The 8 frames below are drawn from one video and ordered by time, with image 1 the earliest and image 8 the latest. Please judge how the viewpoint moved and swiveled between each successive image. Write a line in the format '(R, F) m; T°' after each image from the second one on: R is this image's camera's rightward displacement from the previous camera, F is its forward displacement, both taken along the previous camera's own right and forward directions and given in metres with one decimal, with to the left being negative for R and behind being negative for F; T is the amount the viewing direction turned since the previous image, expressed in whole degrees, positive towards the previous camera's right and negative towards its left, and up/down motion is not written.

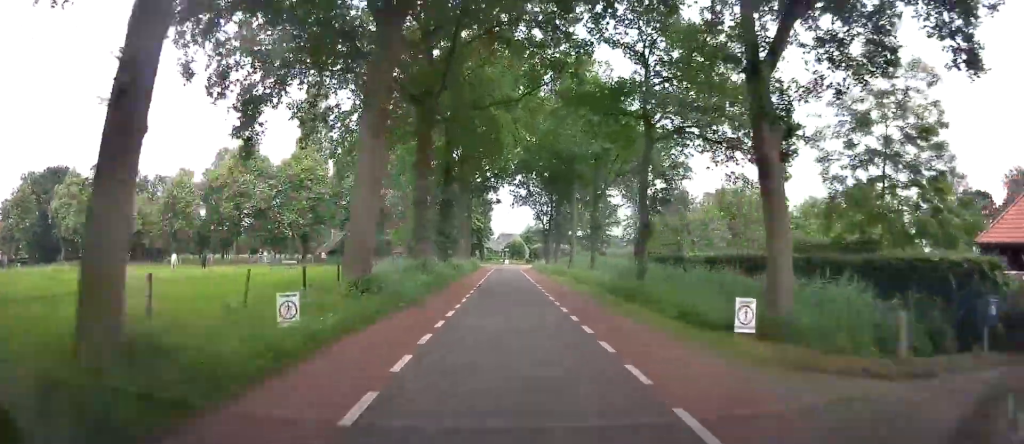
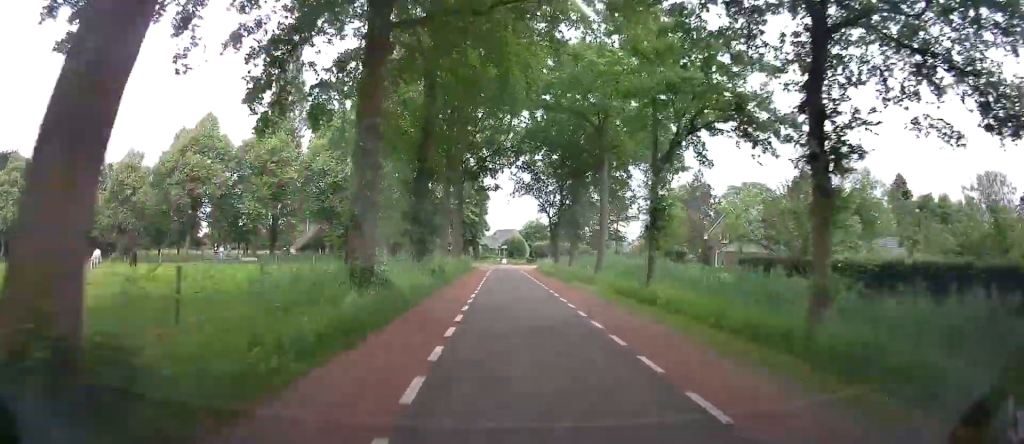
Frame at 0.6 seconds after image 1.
(+0.2, +12.1) m; +2°
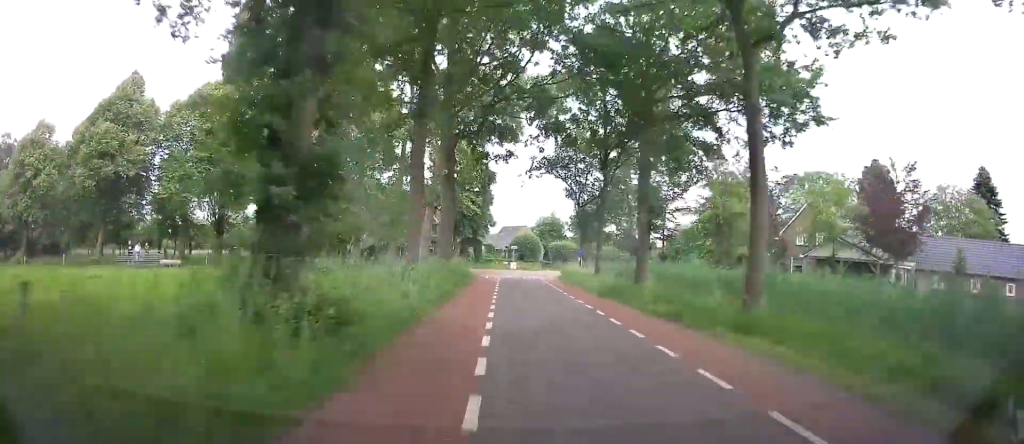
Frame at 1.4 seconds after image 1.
(+0.1, +17.0) m; +3°
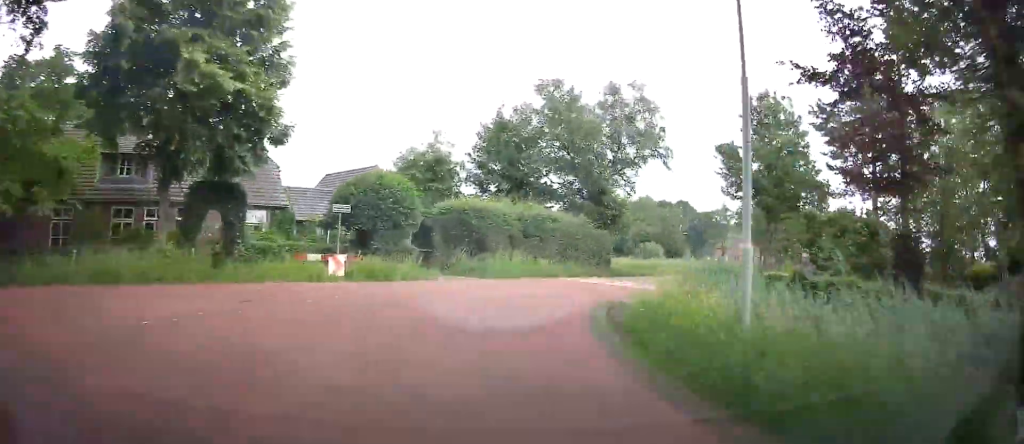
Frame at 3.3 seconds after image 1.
(+6.3, +37.9) m; +24°
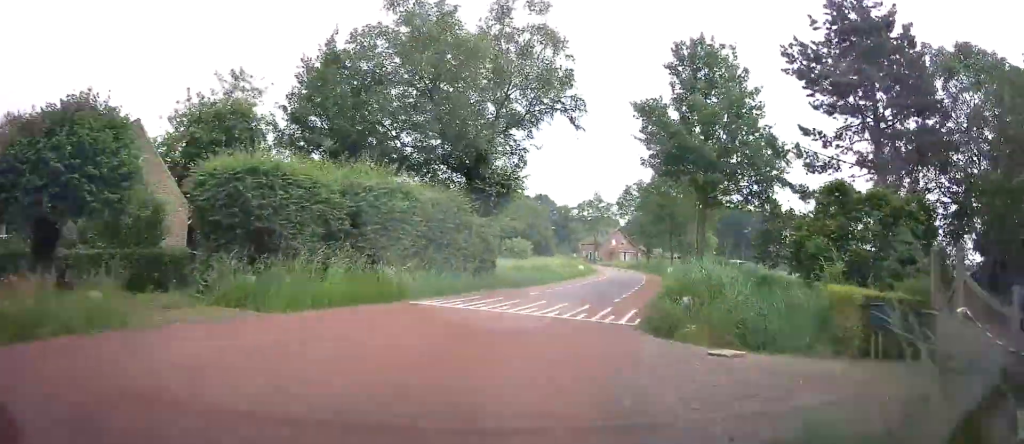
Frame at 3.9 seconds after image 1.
(+1.5, +13.2) m; +8°
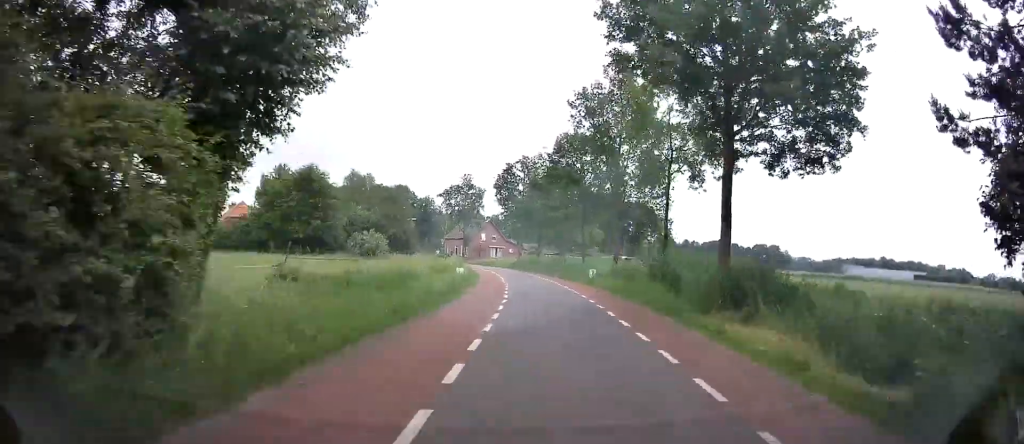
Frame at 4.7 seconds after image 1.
(+1.5, +17.7) m; +5°
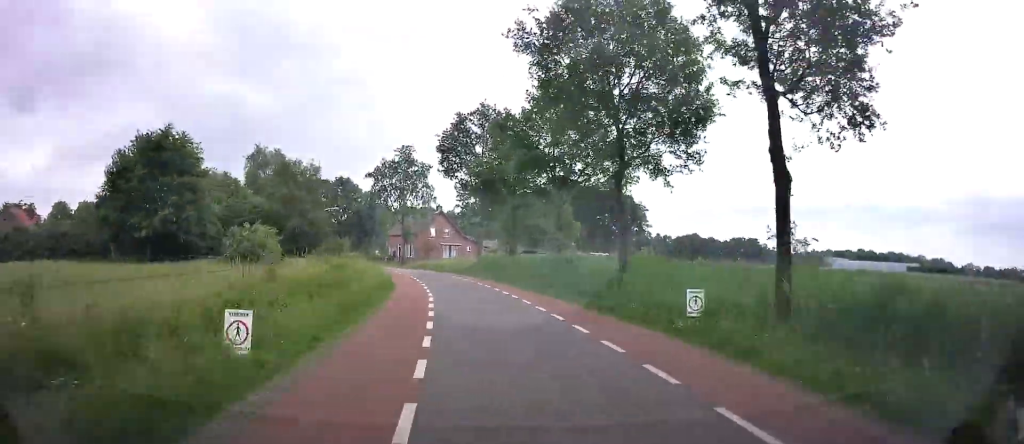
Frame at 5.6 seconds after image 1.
(+0.2, +22.2) m; -5°
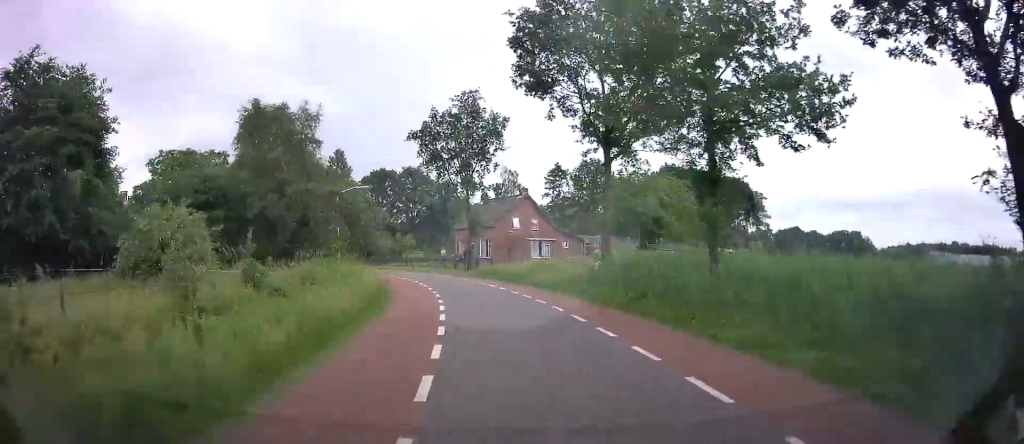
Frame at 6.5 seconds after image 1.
(-1.6, +21.5) m; -9°
